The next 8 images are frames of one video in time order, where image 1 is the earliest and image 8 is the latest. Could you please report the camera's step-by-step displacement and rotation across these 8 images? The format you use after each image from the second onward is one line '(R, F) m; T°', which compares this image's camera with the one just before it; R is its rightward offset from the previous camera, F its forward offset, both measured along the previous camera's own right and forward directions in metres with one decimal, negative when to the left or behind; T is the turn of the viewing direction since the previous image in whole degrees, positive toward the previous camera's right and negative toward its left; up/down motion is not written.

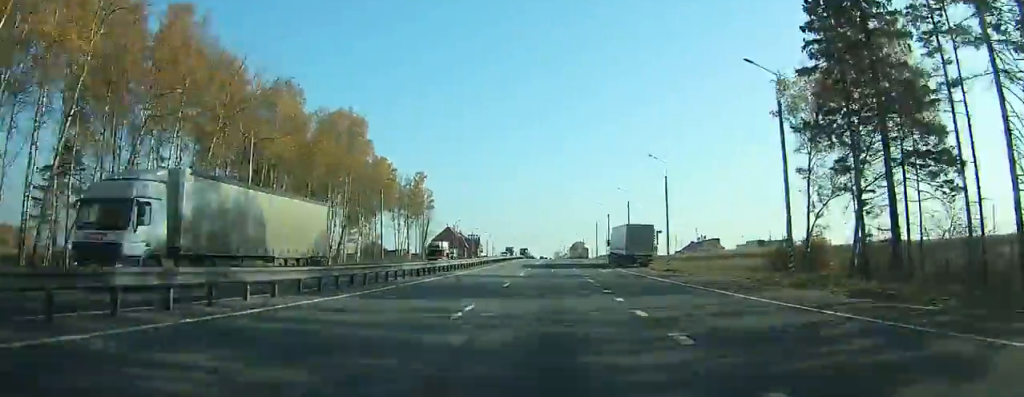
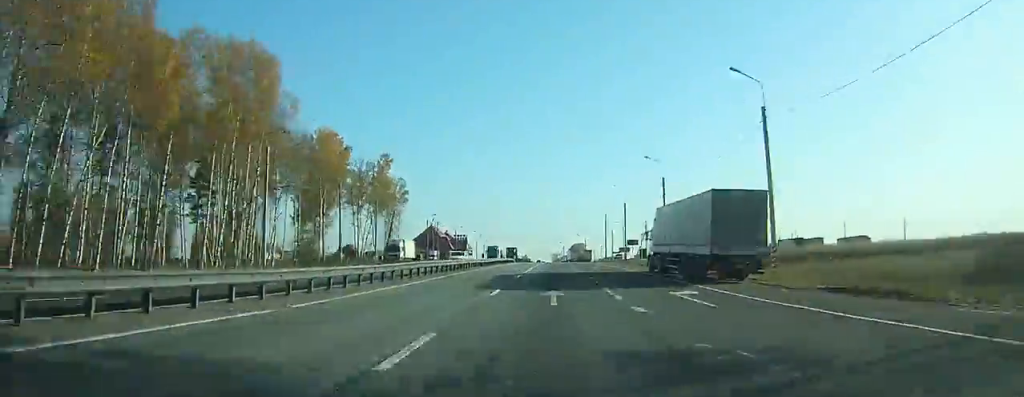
(-0.1, +31.0) m; 0°
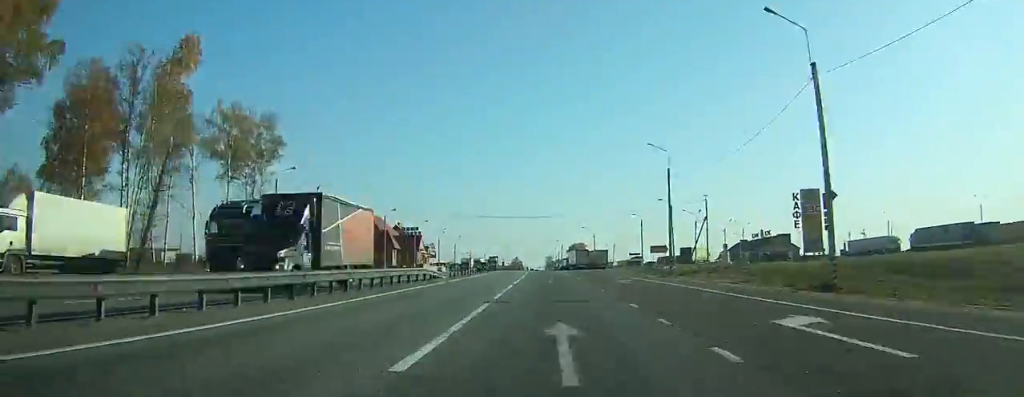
(-0.3, +68.9) m; -1°
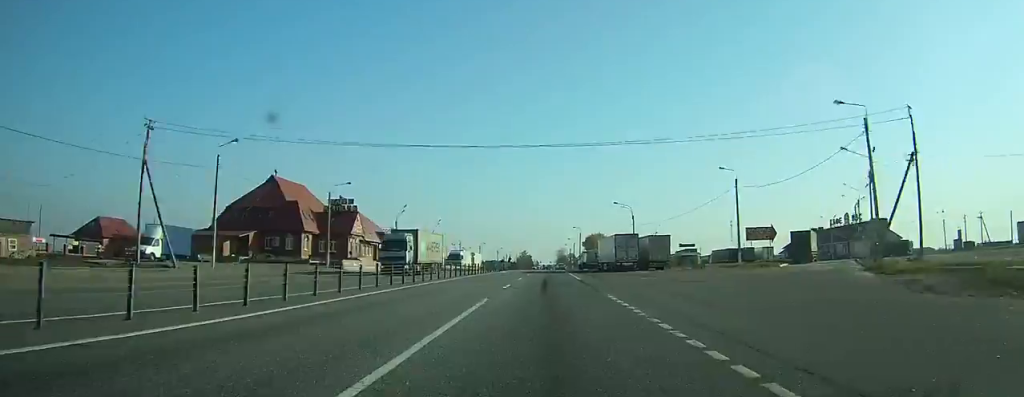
(-0.3, +54.1) m; 0°
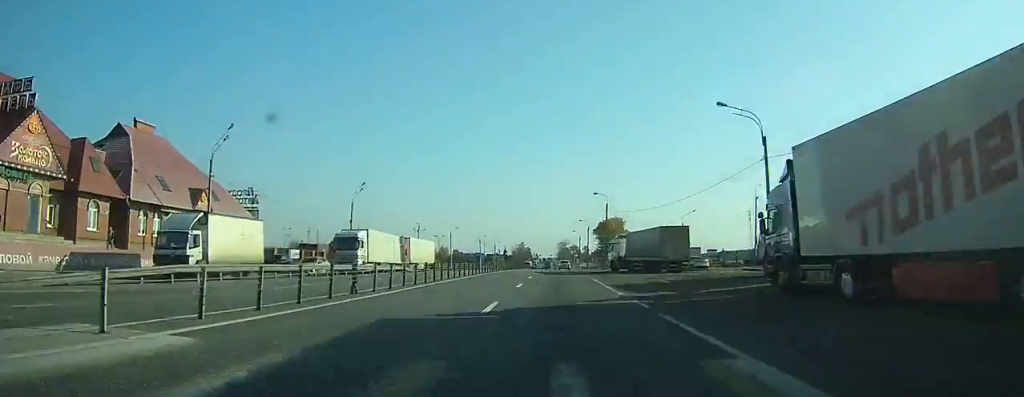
(-0.1, +57.8) m; 0°
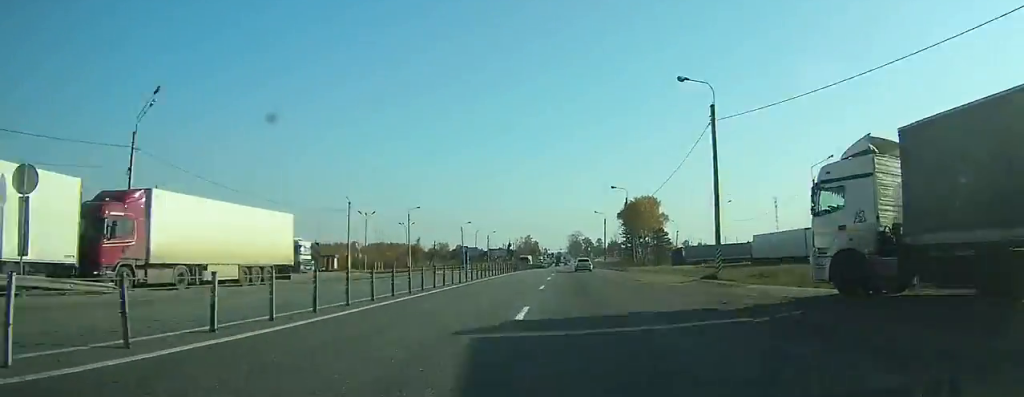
(-0.1, +47.5) m; -1°
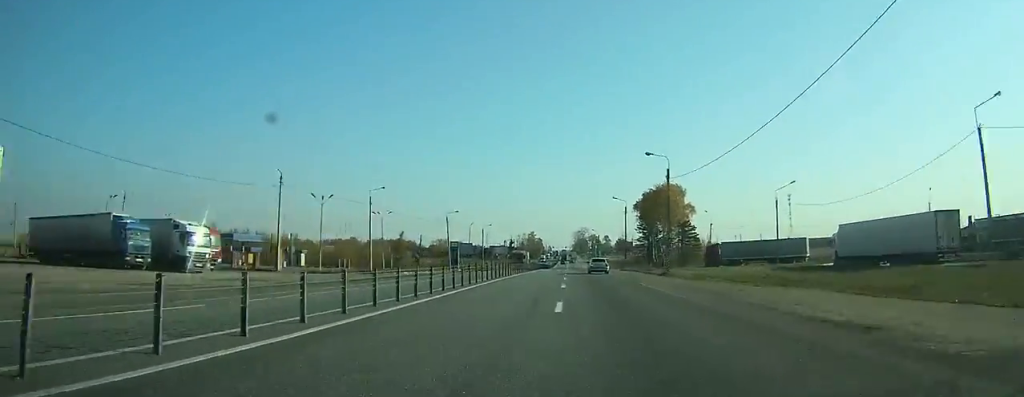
(-0.1, +23.0) m; 0°
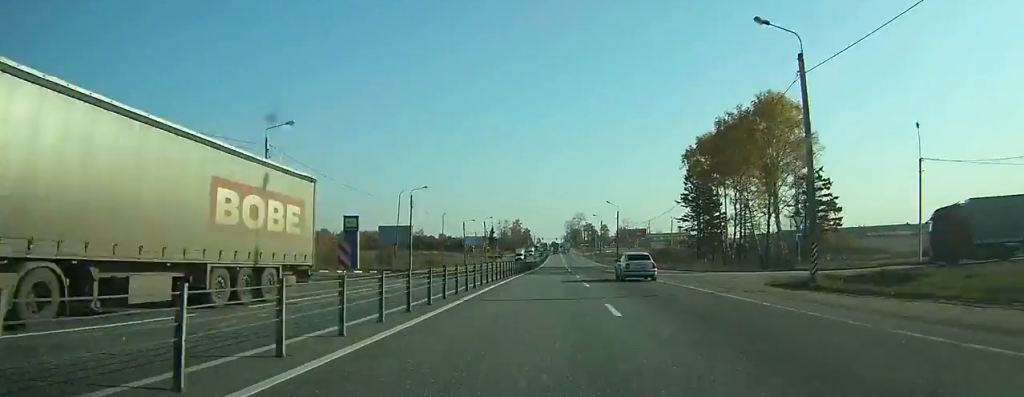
(-0.1, +65.5) m; 0°
